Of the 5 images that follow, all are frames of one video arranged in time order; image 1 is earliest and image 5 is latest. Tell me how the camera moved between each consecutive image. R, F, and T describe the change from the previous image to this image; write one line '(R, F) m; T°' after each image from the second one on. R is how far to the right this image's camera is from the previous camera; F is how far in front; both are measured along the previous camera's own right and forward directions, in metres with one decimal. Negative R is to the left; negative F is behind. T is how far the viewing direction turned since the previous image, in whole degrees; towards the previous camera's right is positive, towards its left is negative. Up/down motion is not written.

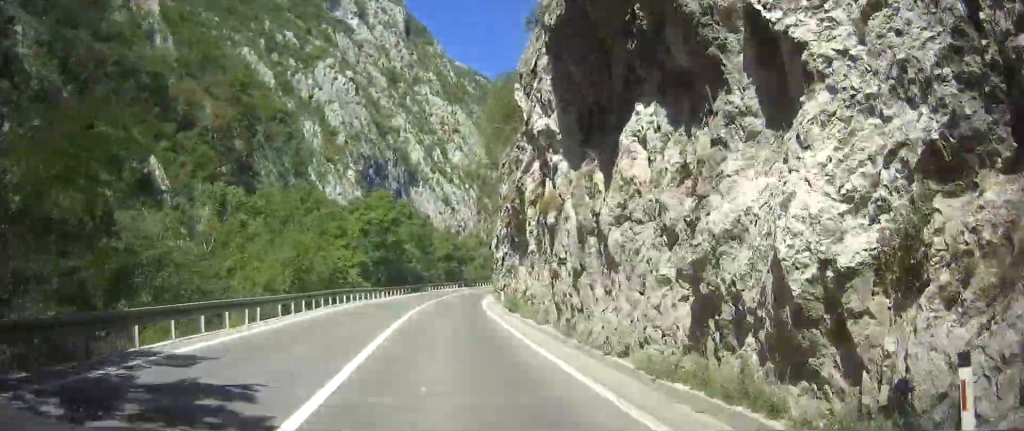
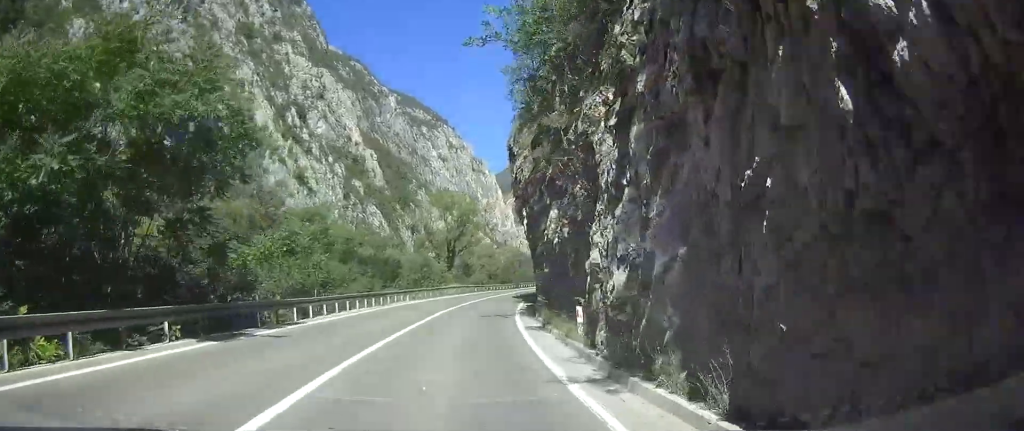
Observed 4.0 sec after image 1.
(+12.2, +84.4) m; +20°
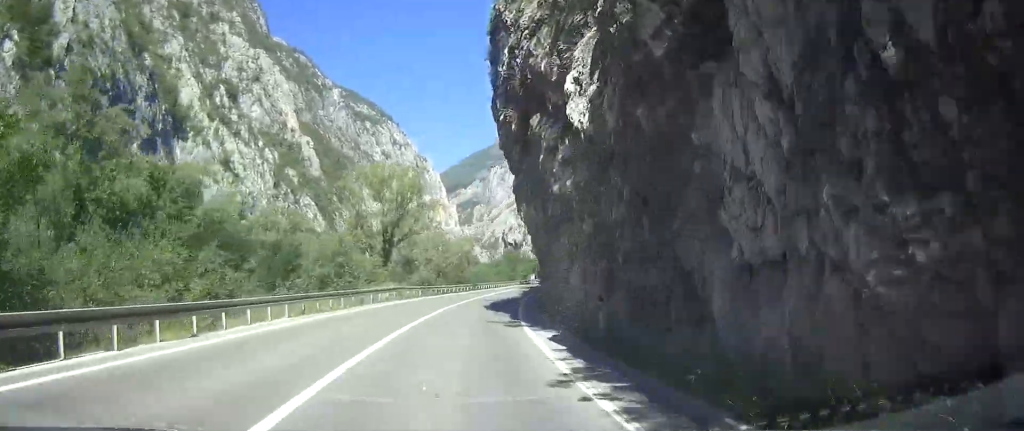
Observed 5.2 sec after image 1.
(+1.9, +24.3) m; +6°
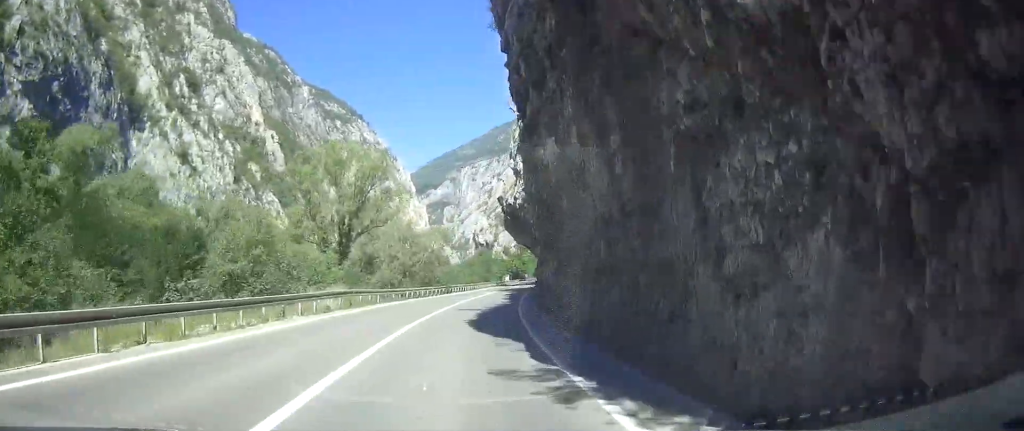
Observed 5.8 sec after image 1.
(0.0, +12.3) m; +1°
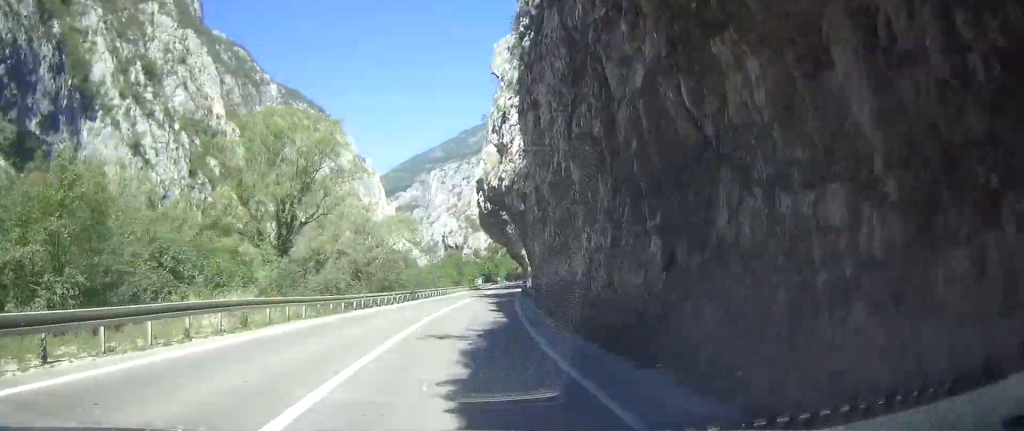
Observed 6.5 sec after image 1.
(+0.2, +13.6) m; +2°
